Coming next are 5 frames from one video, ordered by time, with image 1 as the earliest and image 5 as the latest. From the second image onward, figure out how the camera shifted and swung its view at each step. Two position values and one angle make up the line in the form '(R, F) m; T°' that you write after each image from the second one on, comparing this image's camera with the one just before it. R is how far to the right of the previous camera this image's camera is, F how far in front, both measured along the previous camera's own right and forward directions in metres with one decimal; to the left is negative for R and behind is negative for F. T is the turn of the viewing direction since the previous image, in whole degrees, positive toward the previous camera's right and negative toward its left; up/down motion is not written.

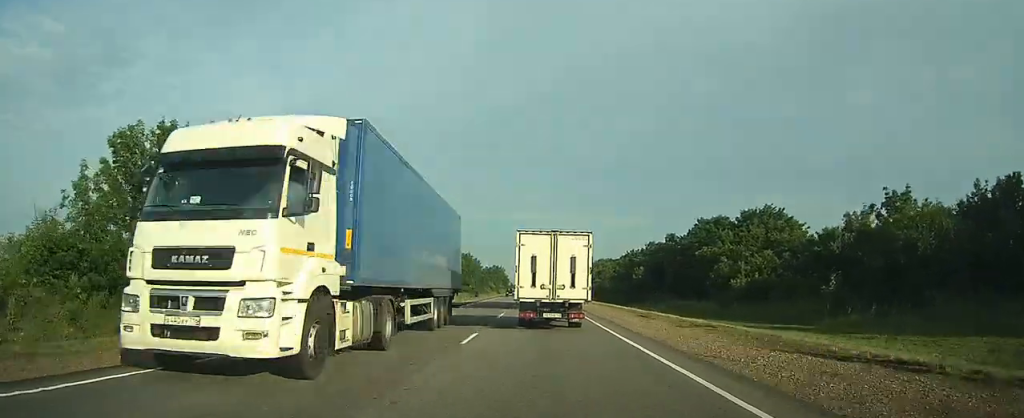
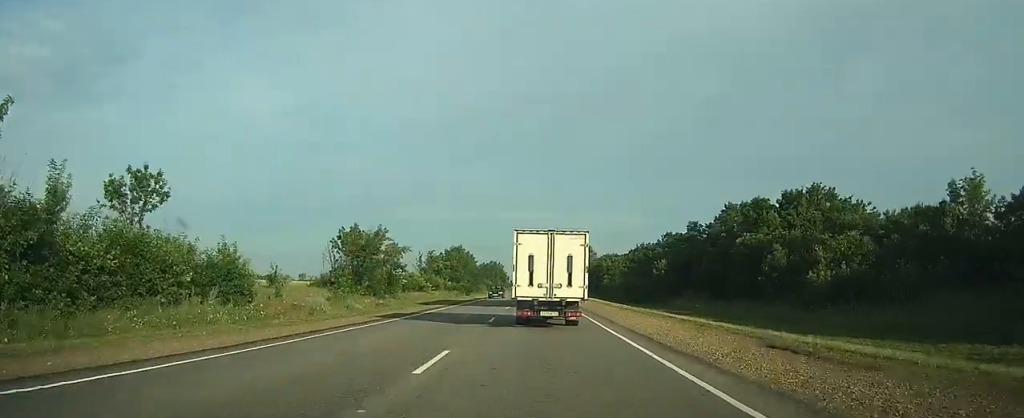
(0.0, +16.9) m; 0°
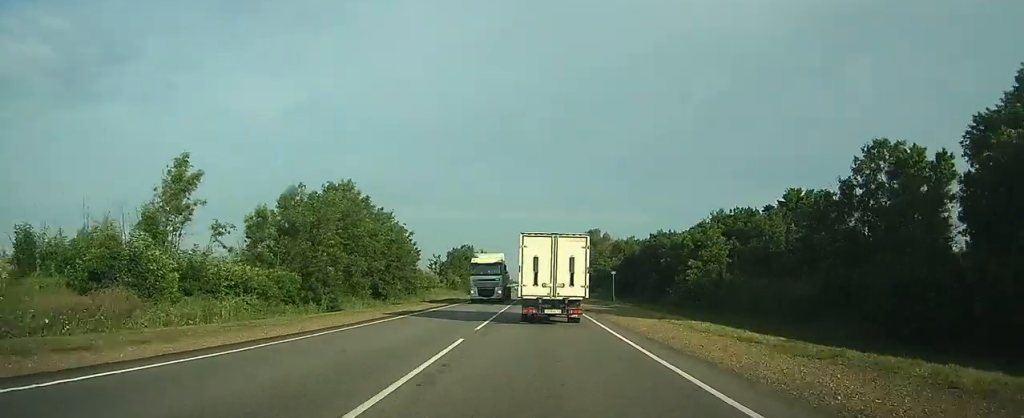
(-0.3, +75.9) m; 0°
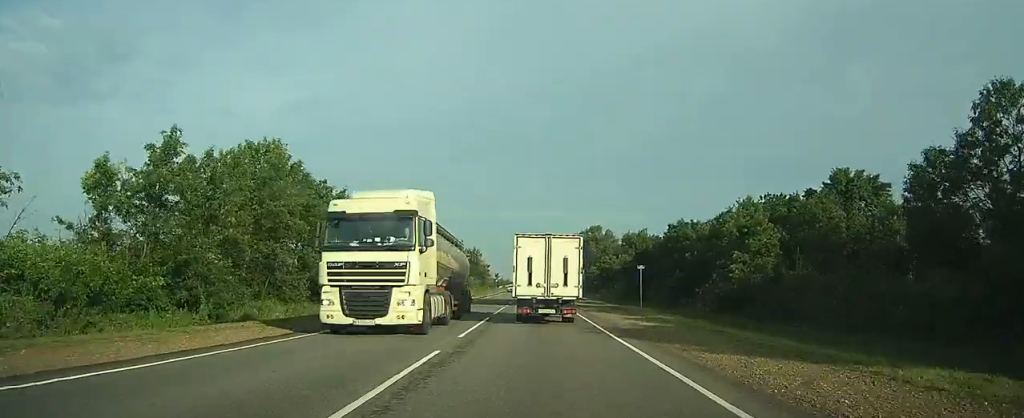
(0.0, +14.6) m; 0°
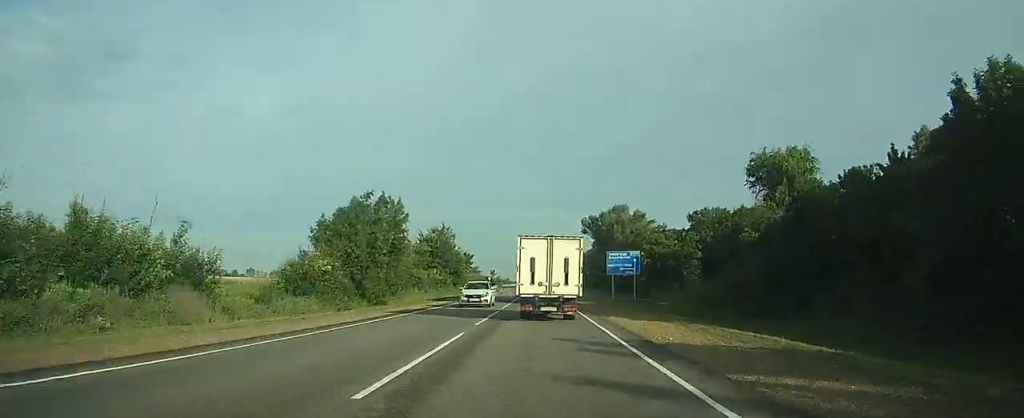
(+0.4, +56.0) m; +1°
